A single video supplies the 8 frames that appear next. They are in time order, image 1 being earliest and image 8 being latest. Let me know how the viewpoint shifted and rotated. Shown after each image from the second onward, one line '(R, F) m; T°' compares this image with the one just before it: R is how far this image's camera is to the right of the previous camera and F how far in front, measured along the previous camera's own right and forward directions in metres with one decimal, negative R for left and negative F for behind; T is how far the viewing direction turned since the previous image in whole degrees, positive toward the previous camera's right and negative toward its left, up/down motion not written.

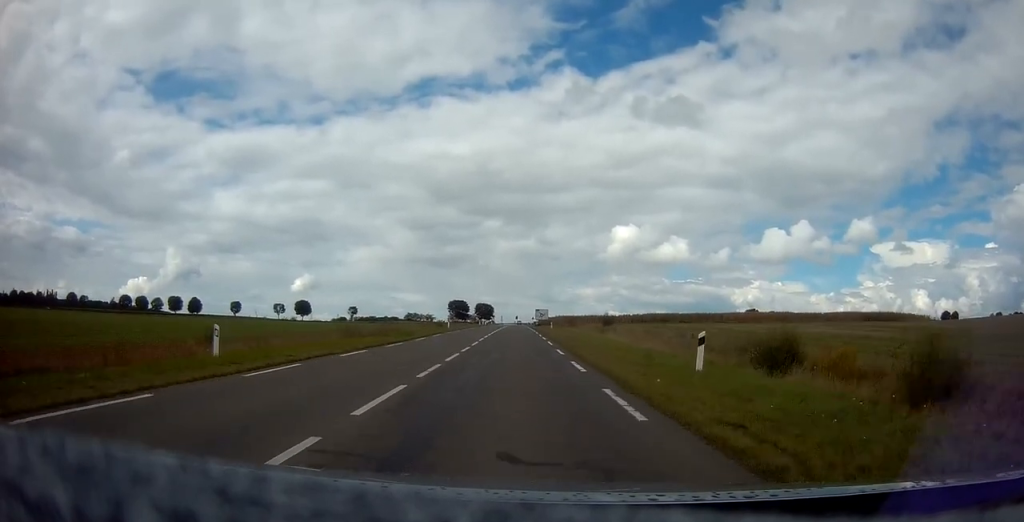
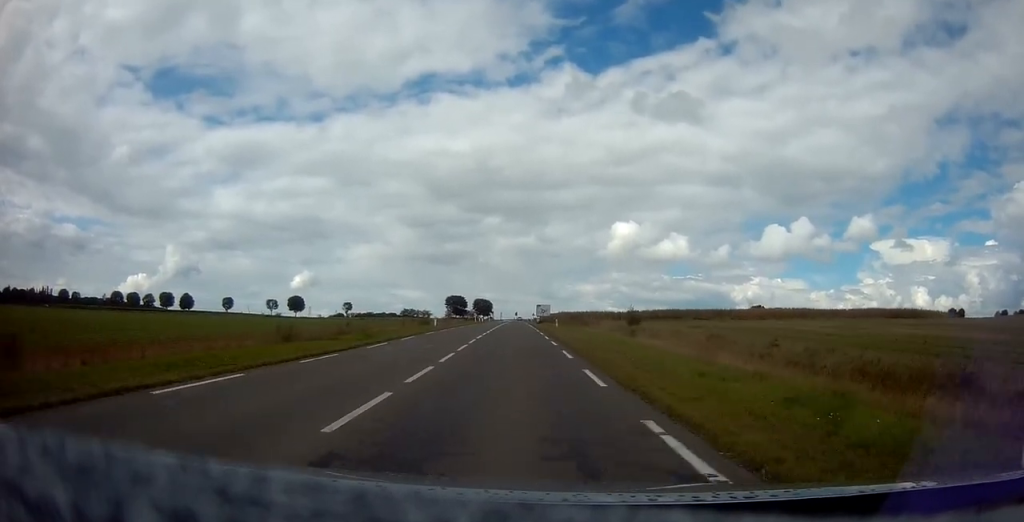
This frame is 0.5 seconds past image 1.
(-0.1, +9.9) m; 0°
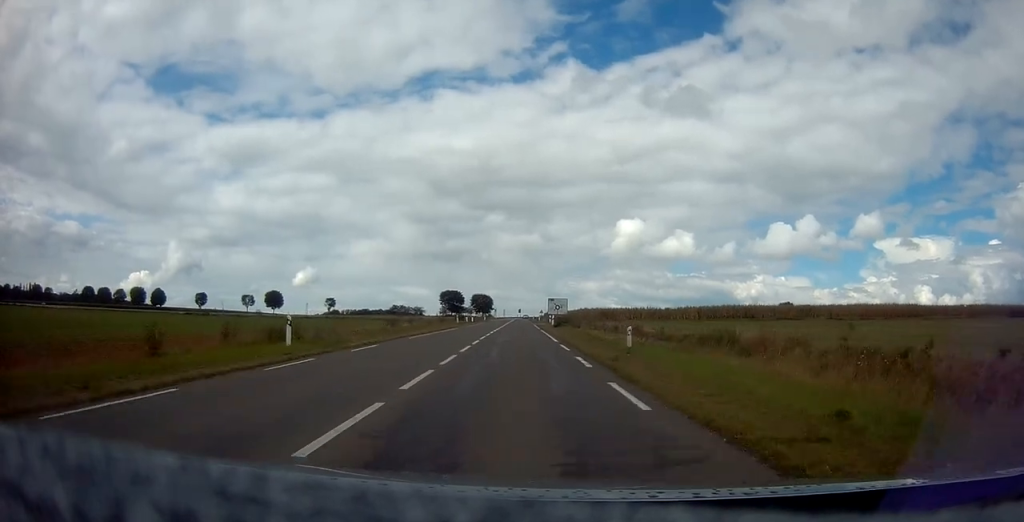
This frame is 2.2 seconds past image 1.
(+0.2, +35.0) m; 0°
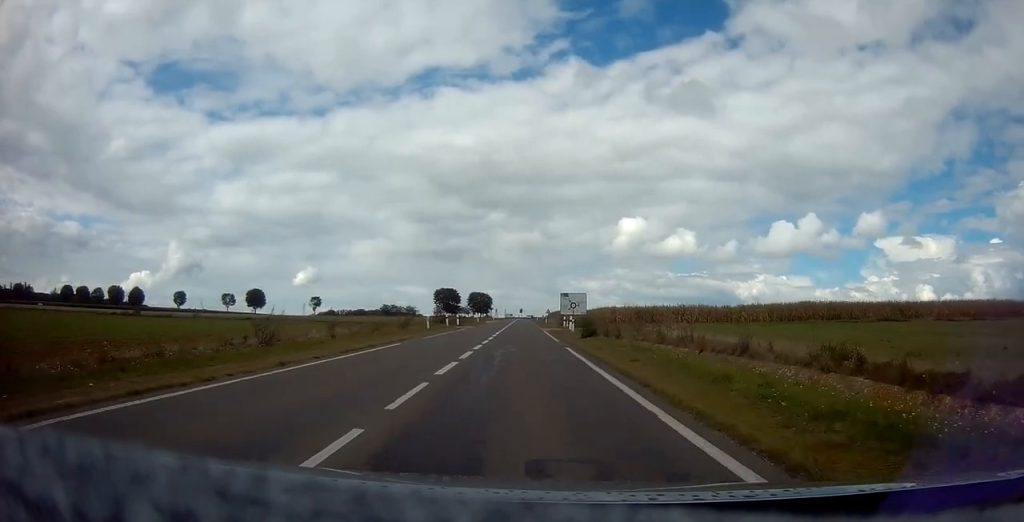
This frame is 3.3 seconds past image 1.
(-0.2, +23.4) m; -1°
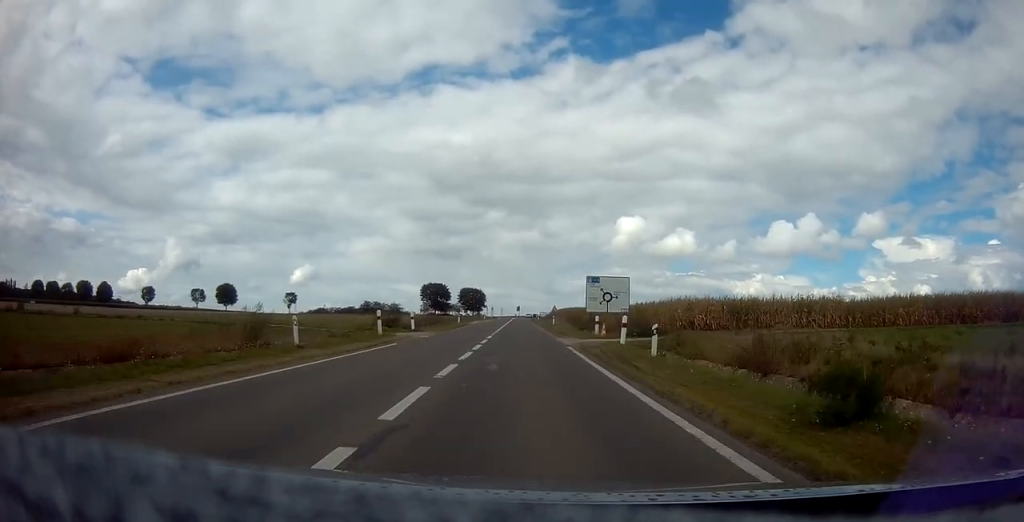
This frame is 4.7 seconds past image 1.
(0.0, +26.9) m; 0°
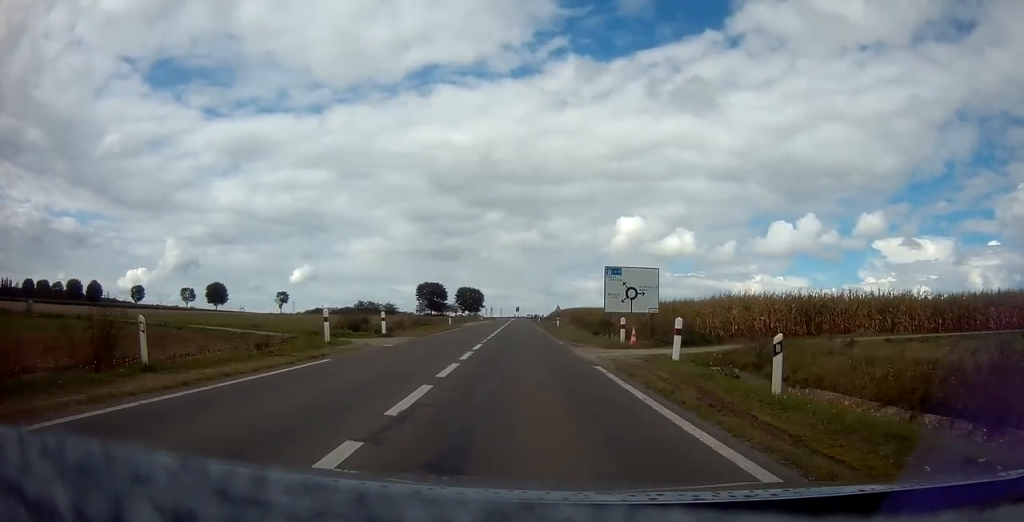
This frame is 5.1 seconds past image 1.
(0.0, +8.4) m; 0°
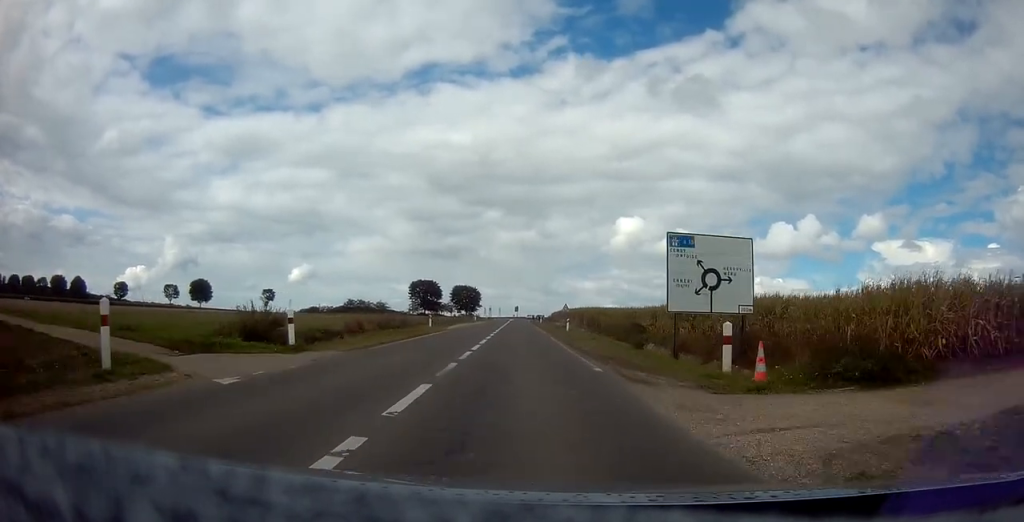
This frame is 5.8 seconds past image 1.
(0.0, +12.9) m; 0°
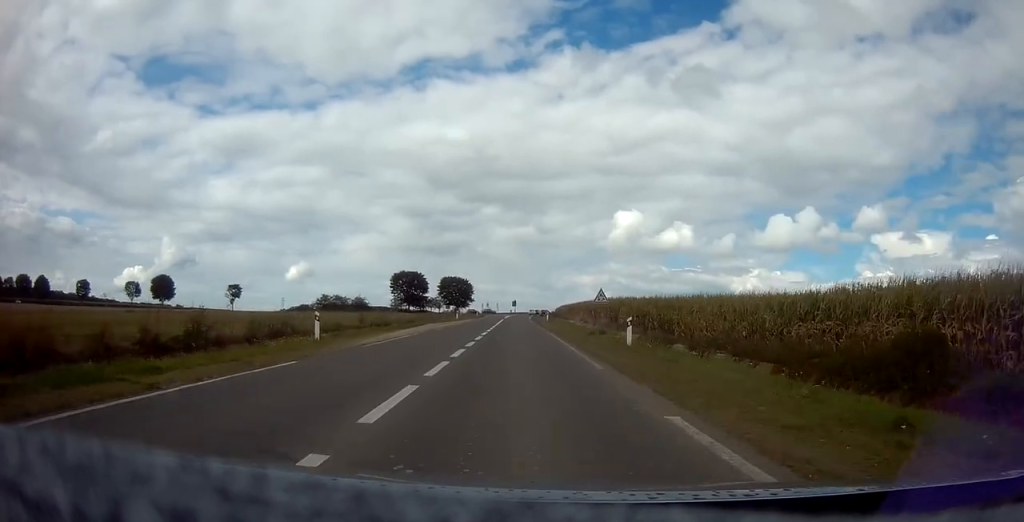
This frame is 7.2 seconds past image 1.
(+0.1, +26.7) m; +1°
